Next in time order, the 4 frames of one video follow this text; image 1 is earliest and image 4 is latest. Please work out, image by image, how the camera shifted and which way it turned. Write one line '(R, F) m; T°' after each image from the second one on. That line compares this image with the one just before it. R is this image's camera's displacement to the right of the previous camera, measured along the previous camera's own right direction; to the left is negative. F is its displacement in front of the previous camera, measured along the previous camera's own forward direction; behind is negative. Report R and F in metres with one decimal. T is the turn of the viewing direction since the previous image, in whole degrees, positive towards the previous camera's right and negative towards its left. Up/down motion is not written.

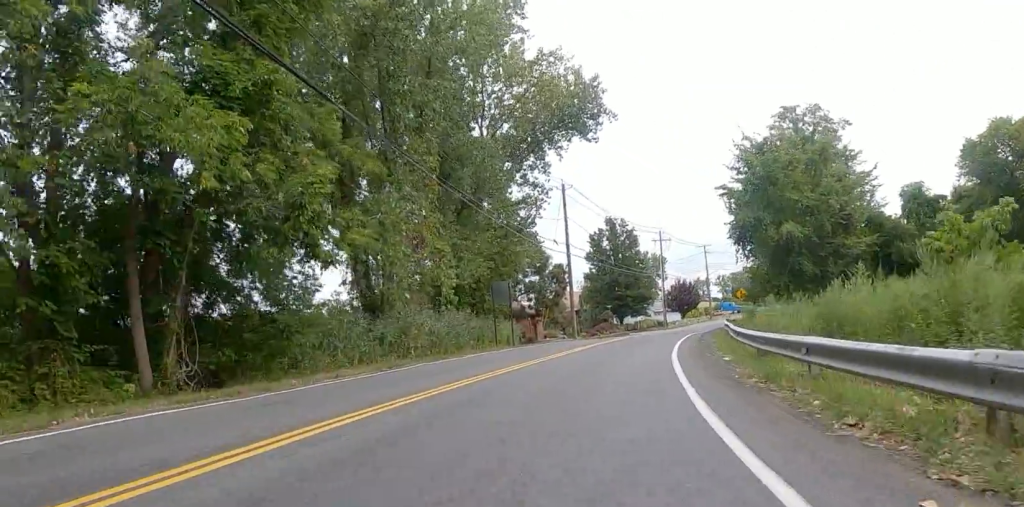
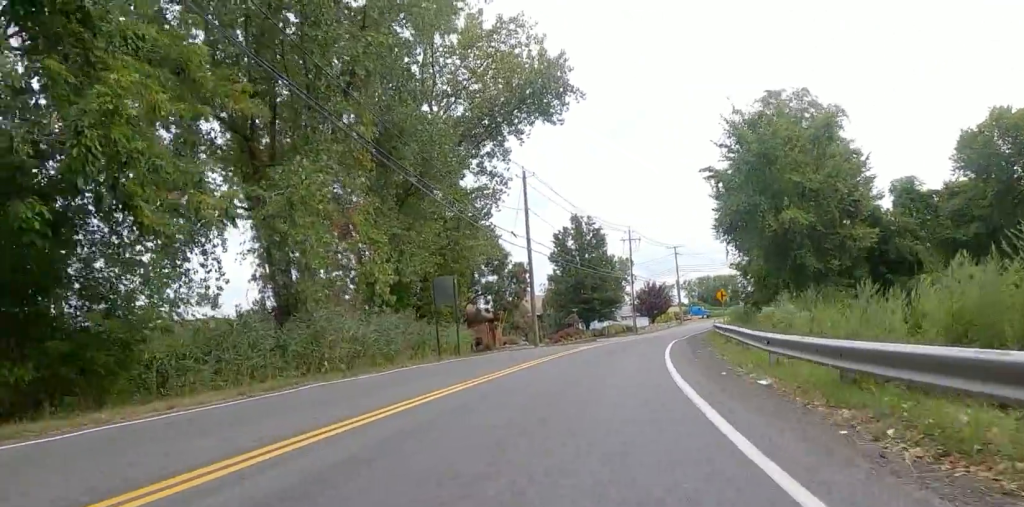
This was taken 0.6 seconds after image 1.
(0.0, +5.4) m; +1°
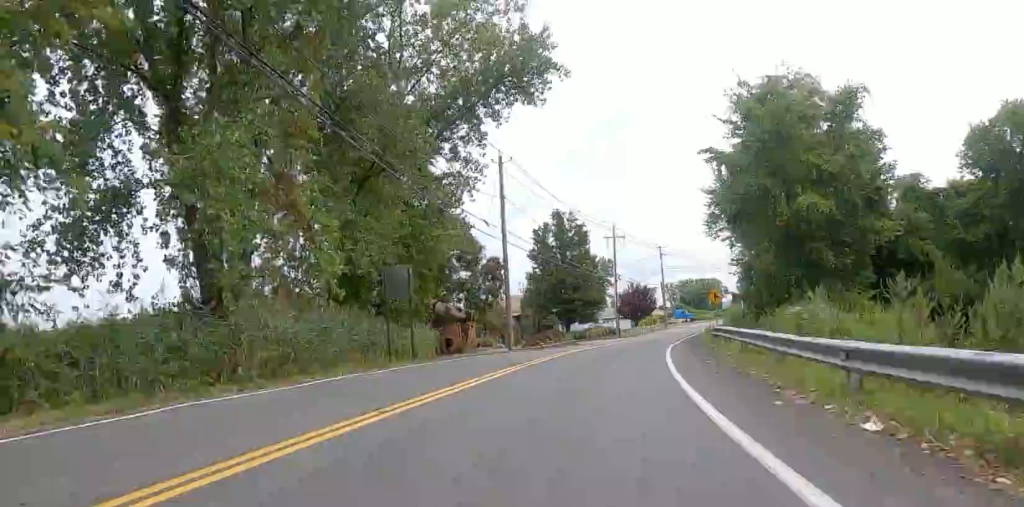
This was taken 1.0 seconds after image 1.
(-0.1, +4.2) m; +1°
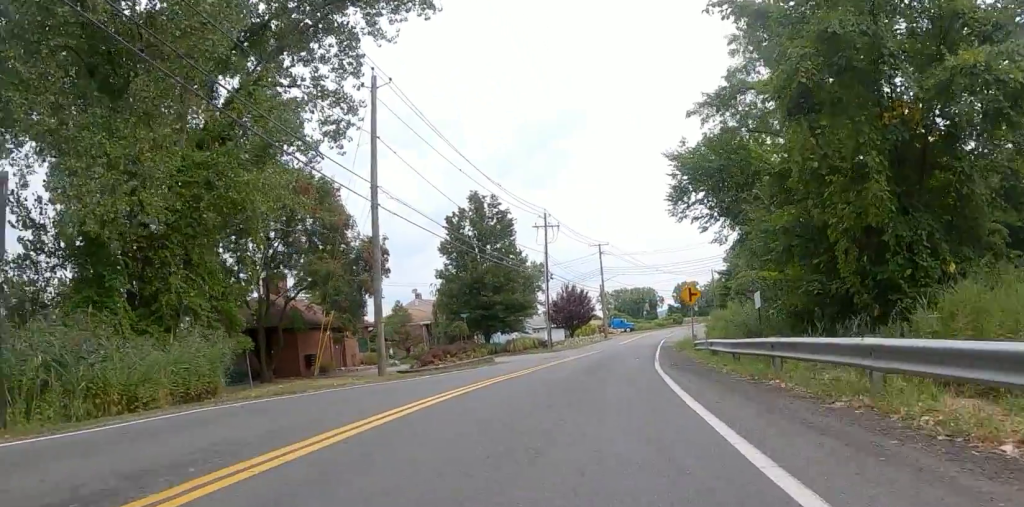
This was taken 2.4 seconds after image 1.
(+1.2, +12.8) m; +13°
